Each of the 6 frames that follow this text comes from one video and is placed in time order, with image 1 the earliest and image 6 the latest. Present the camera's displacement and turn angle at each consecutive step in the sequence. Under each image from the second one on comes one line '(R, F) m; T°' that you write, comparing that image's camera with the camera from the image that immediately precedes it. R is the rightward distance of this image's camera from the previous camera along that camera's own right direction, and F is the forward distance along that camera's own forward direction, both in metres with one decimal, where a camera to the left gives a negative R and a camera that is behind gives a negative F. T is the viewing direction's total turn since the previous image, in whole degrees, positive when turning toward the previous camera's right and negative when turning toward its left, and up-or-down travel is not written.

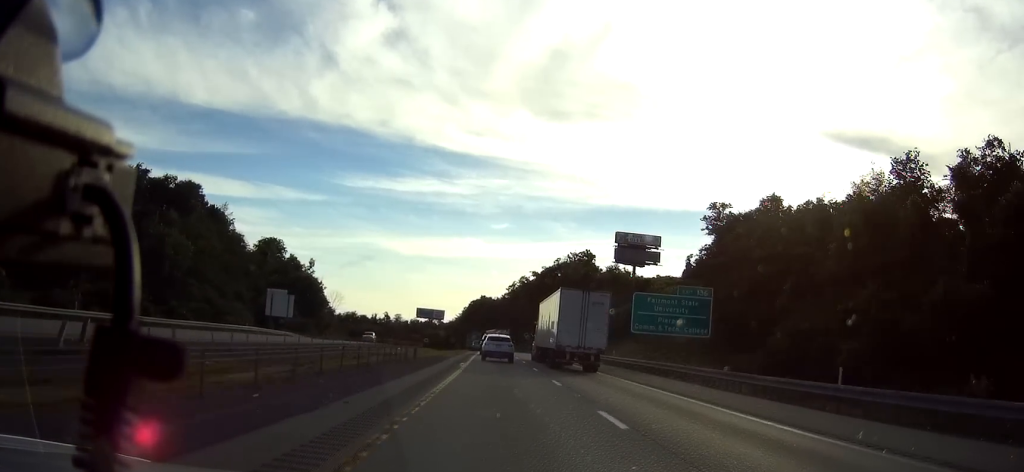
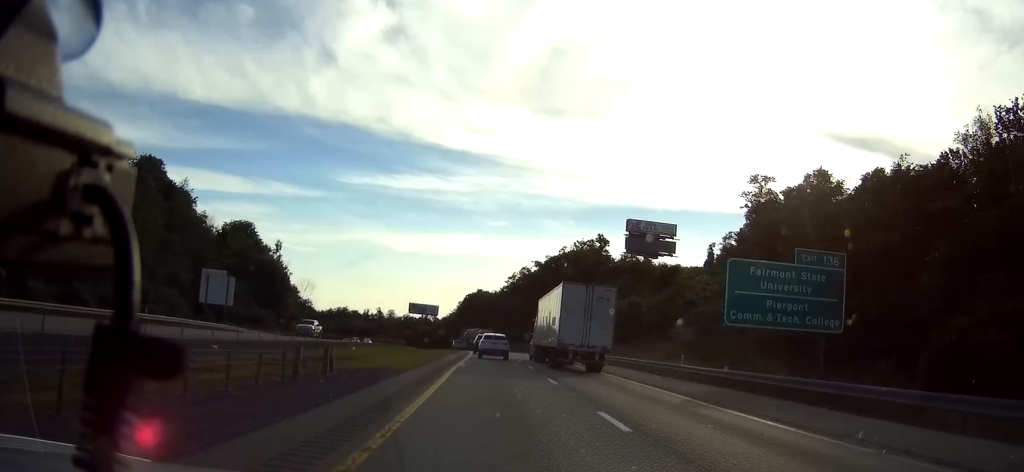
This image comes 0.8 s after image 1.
(+0.1, +25.1) m; 0°
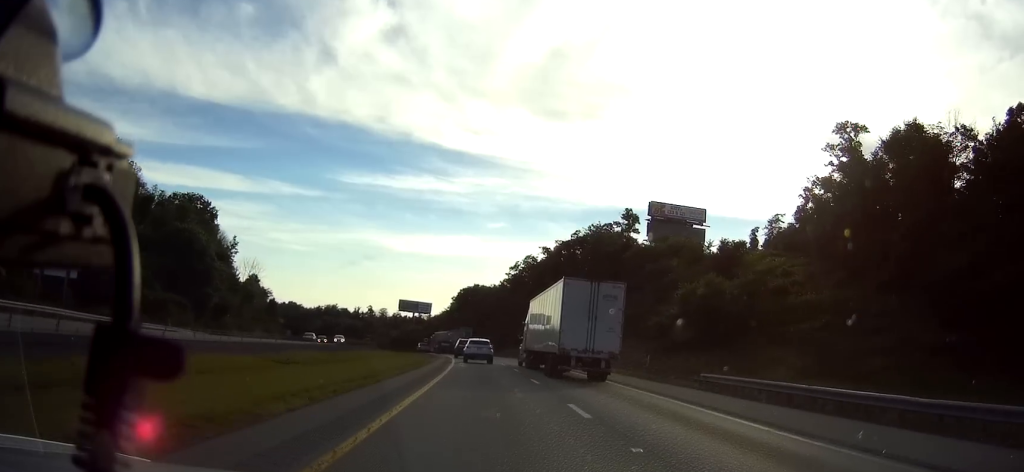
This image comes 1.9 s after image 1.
(-0.1, +34.1) m; -1°
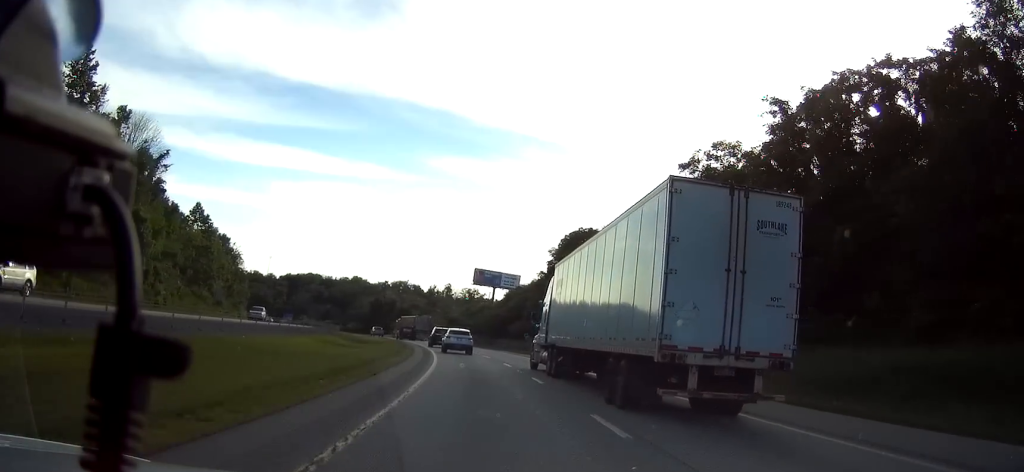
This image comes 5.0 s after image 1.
(-5.5, +99.9) m; -8°
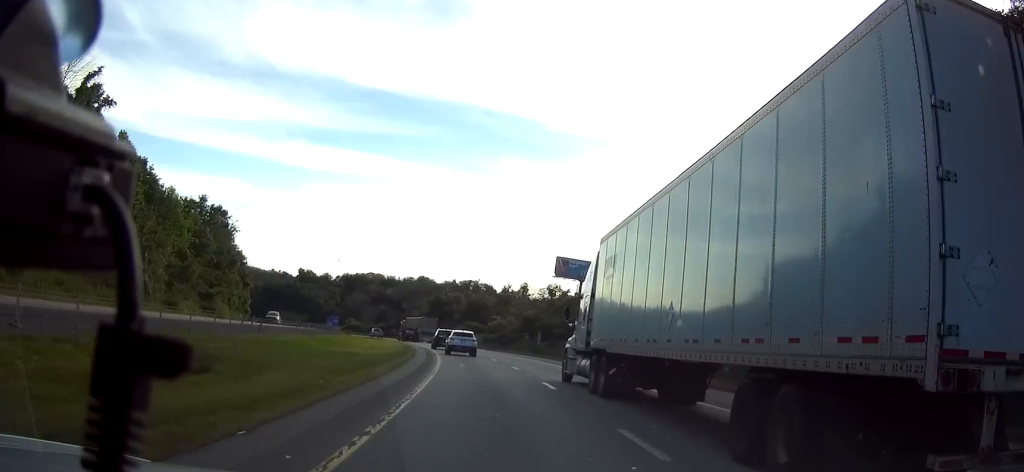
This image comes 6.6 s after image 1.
(-2.6, +49.8) m; -6°
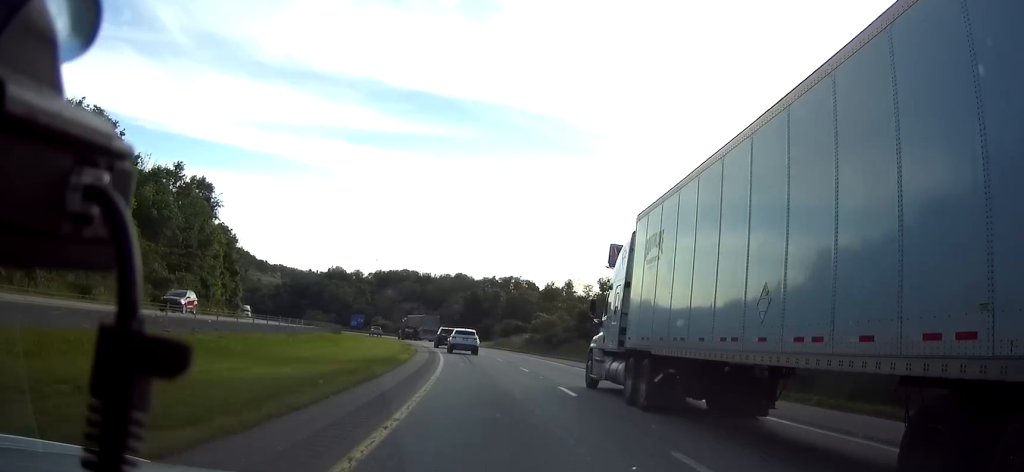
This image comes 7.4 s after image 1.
(-0.7, +27.1) m; -3°
